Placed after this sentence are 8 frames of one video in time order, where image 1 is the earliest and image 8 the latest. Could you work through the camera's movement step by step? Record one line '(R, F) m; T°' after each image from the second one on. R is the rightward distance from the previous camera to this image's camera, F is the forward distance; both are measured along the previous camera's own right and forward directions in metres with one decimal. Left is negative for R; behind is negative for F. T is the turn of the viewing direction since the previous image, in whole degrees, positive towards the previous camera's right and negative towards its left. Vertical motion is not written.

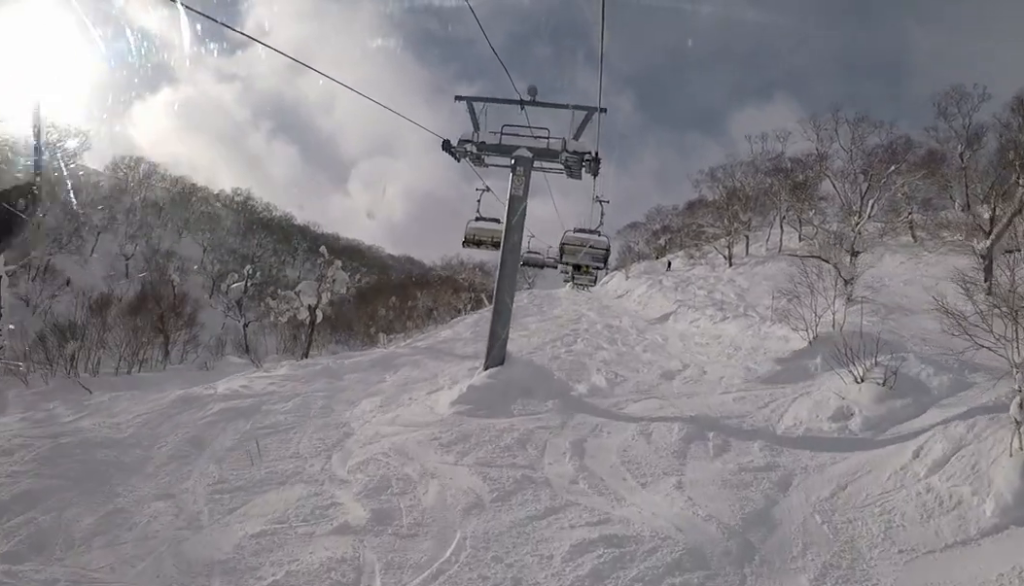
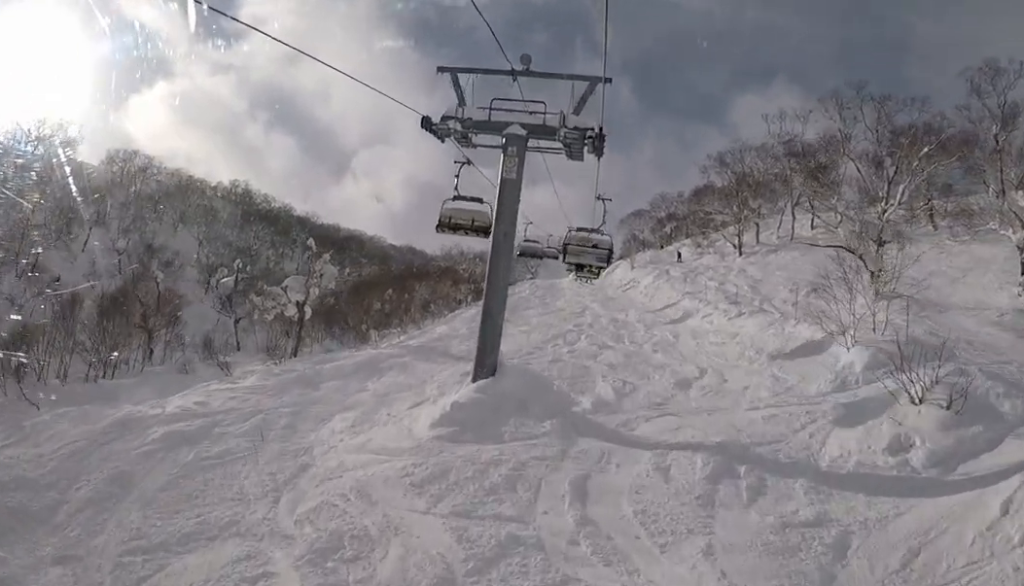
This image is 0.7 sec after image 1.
(+0.8, +3.2) m; -2°
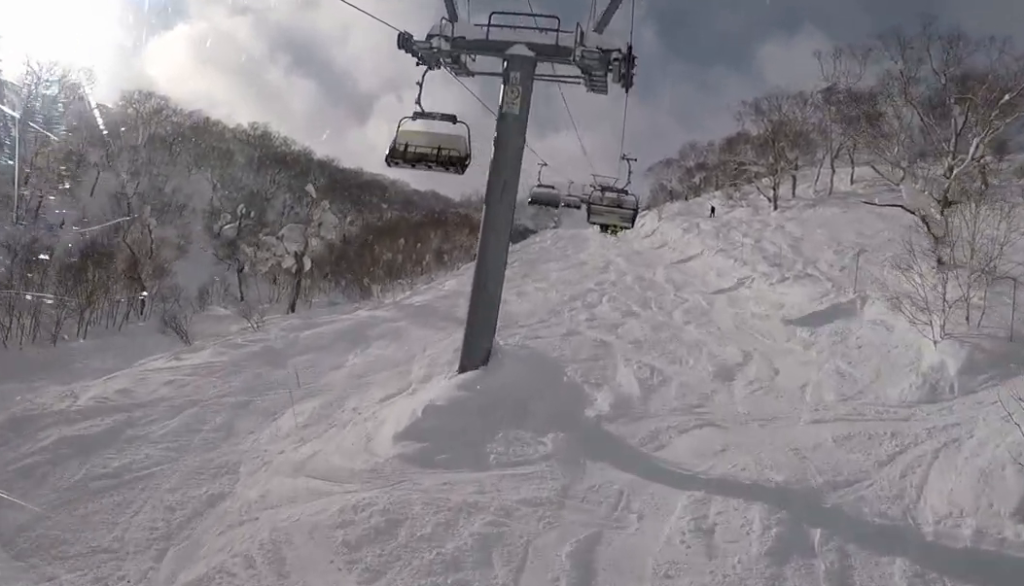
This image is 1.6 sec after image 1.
(-1.3, +4.6) m; -15°
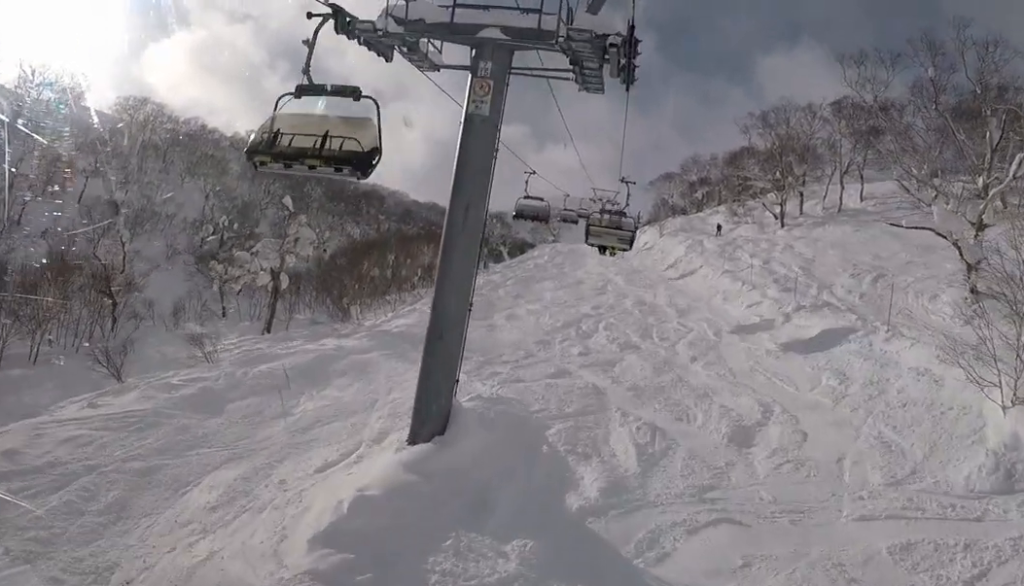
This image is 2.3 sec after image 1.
(-0.1, +3.8) m; +8°
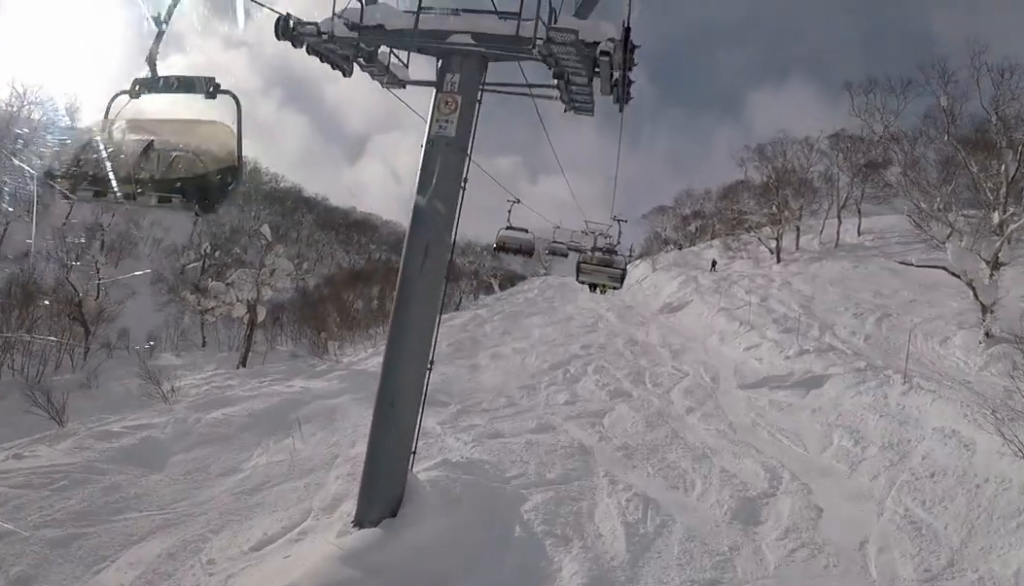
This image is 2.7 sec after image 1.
(-0.2, +2.2) m; +6°
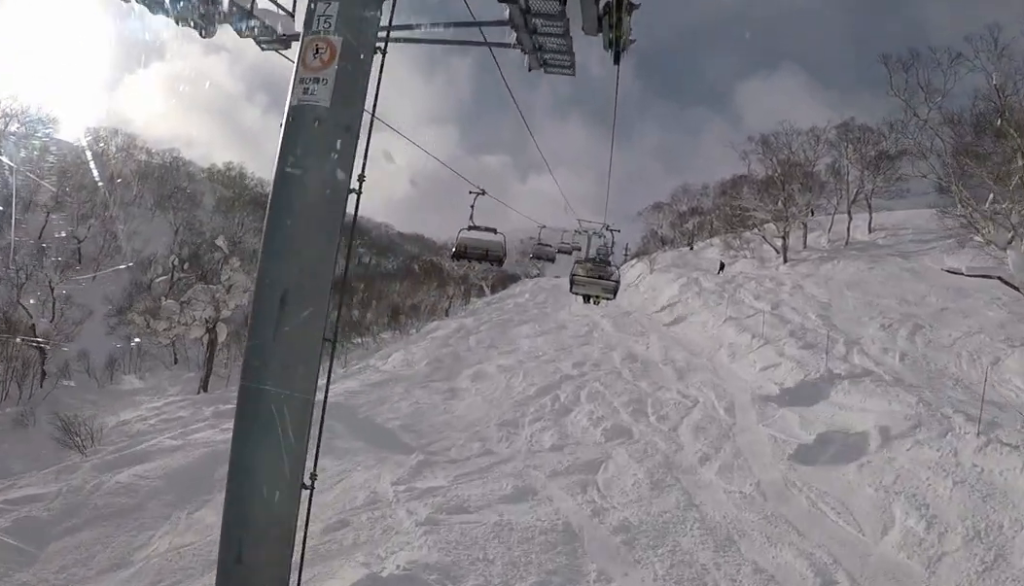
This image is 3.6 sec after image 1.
(+1.2, +4.4) m; +3°
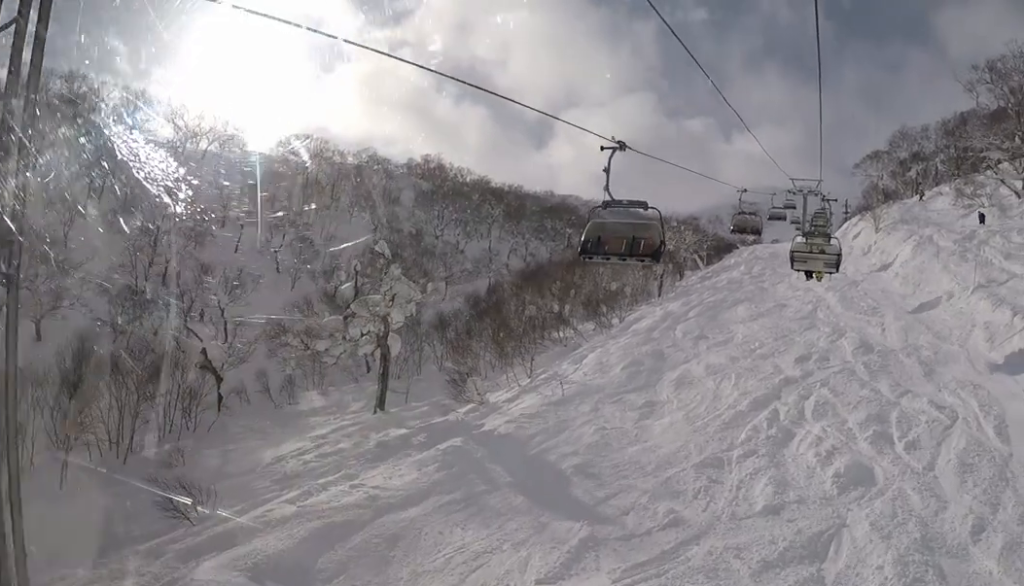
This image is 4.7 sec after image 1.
(-1.1, +5.0) m; -16°
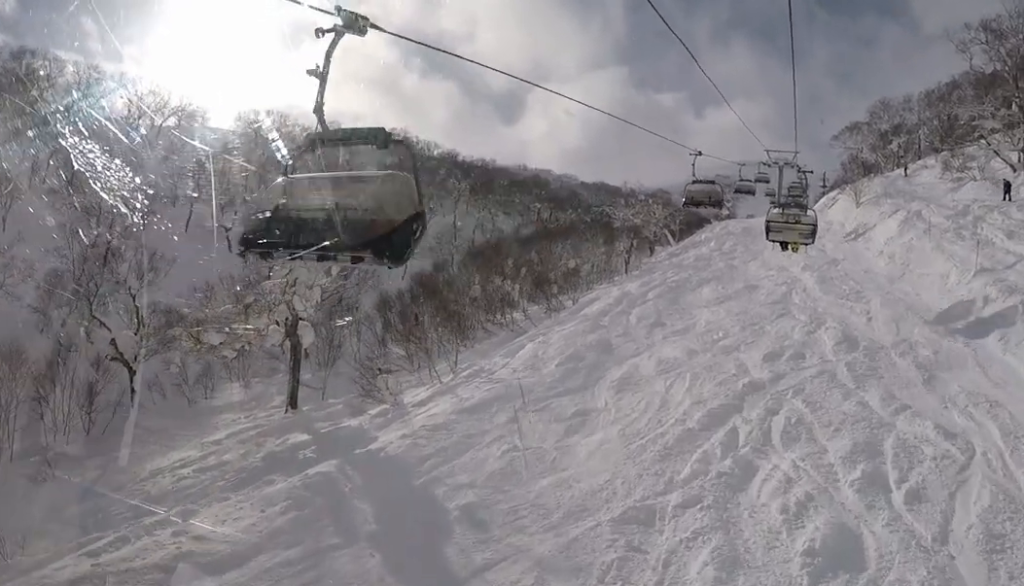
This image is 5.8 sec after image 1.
(-0.2, +5.2) m; -3°
